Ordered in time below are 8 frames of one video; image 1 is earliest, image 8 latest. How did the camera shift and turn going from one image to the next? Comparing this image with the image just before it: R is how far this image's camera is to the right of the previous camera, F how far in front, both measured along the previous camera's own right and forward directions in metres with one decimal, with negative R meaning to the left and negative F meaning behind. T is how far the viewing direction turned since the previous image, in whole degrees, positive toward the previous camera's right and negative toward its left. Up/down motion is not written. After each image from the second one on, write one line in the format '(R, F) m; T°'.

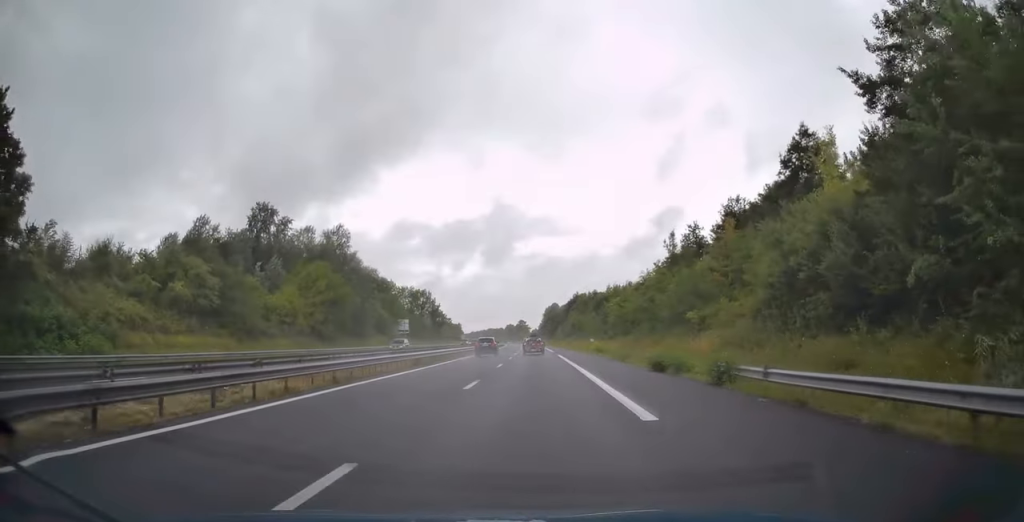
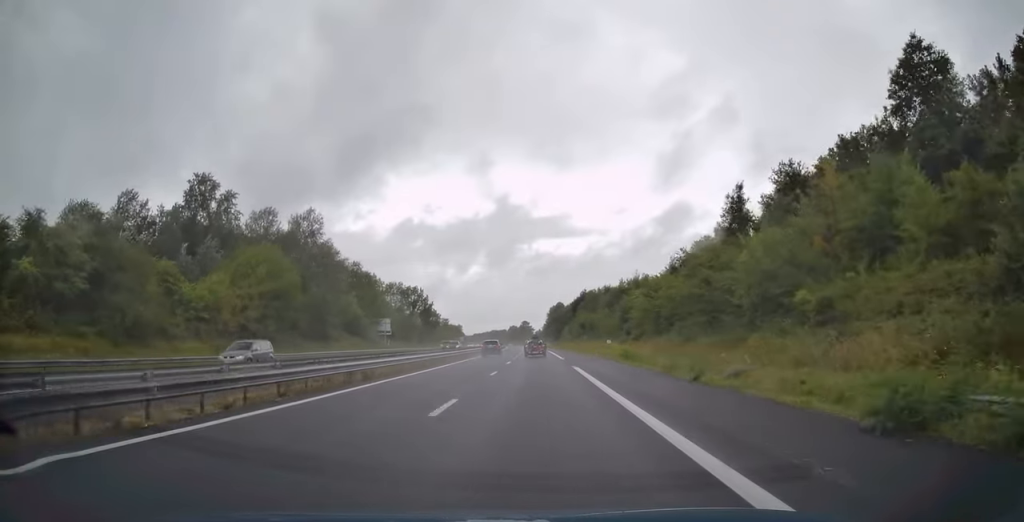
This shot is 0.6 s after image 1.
(-0.1, +18.6) m; 0°
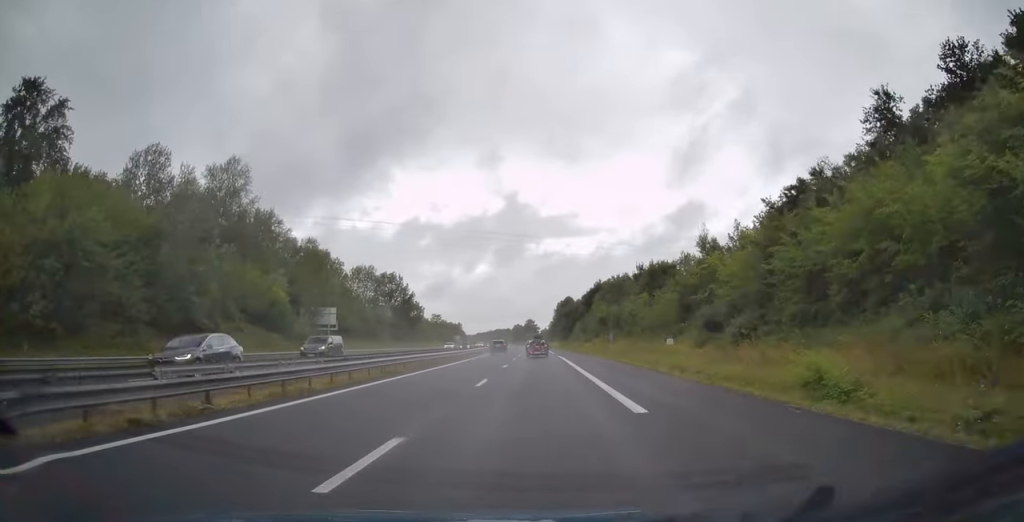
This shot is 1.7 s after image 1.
(0.0, +31.9) m; -1°
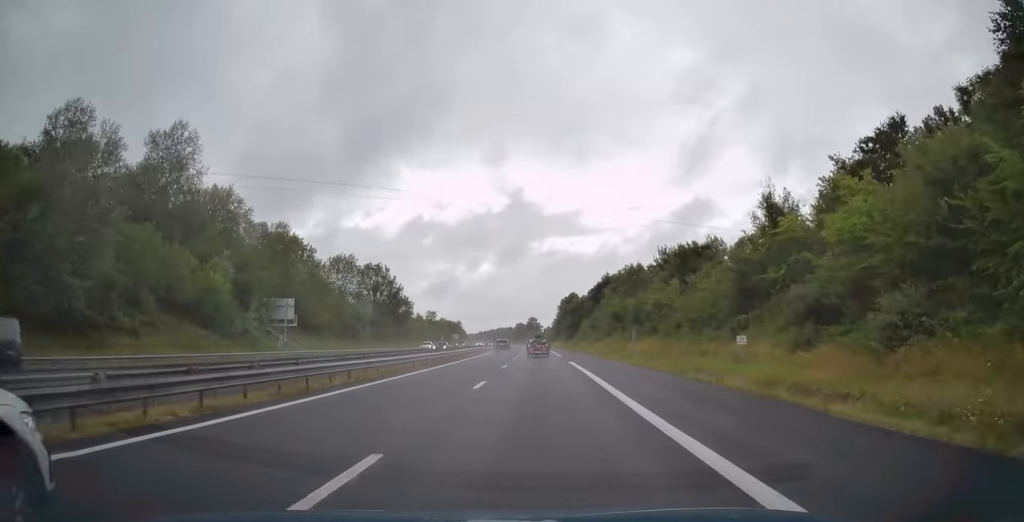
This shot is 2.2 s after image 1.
(-0.1, +14.3) m; -1°
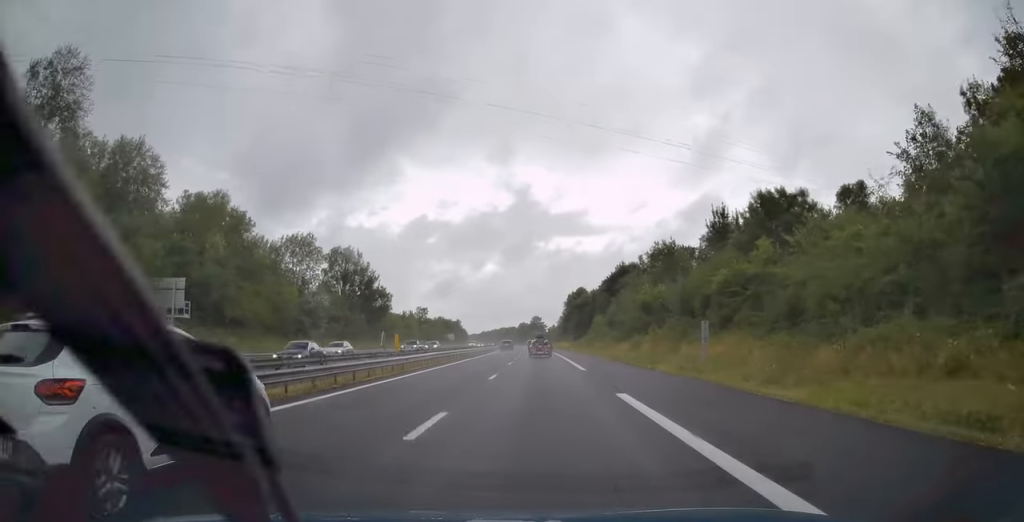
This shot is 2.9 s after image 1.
(-0.2, +21.7) m; -1°
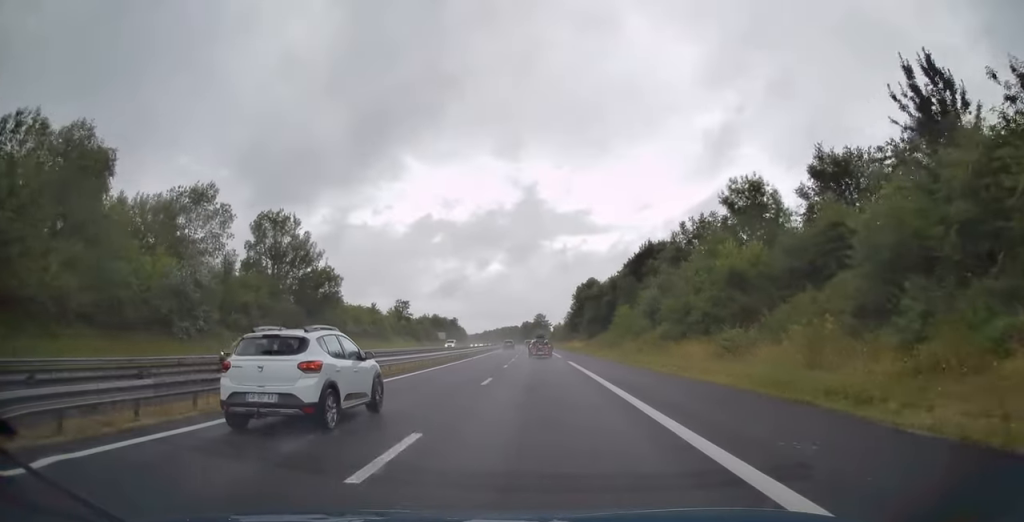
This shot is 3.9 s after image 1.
(-0.2, +28.5) m; 0°
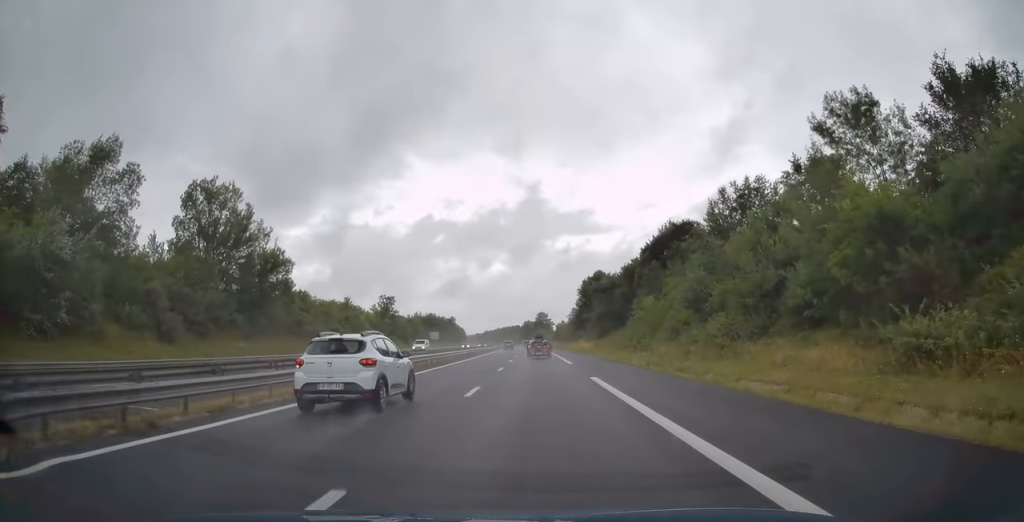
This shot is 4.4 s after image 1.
(0.0, +16.3) m; 0°
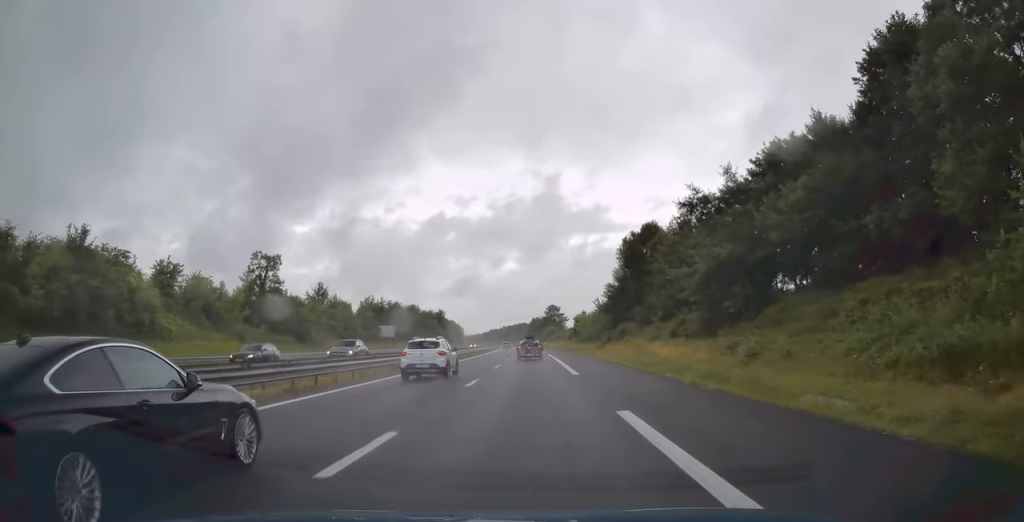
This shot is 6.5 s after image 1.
(-0.4, +61.7) m; -1°
